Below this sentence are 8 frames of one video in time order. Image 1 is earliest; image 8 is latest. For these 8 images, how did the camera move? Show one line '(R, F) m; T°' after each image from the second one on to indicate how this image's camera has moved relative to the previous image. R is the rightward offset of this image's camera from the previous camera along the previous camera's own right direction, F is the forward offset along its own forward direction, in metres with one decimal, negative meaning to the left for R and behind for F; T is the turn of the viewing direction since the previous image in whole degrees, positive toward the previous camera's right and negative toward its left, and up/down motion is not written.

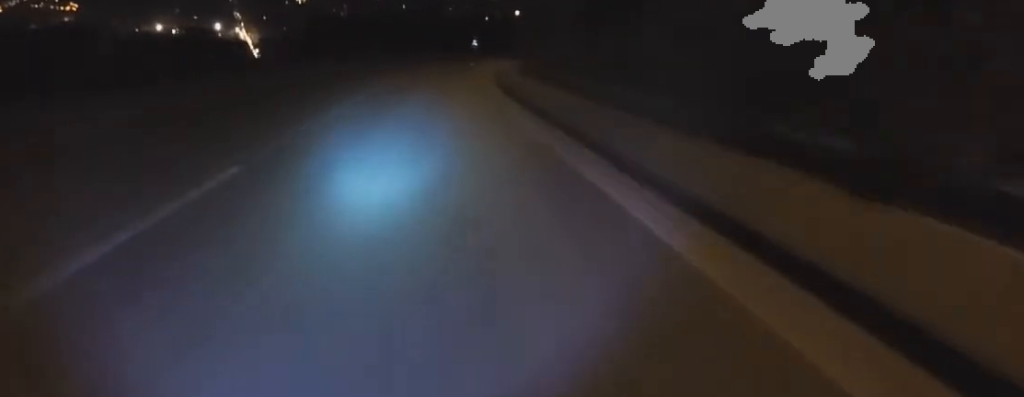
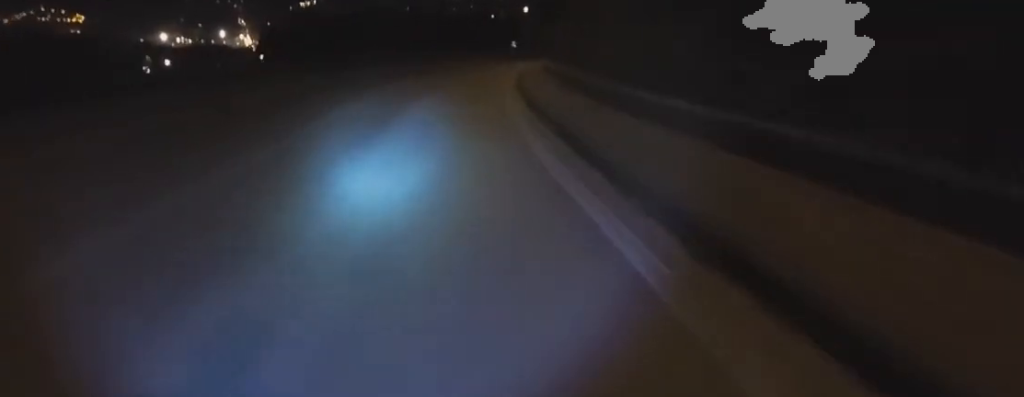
(-0.6, +7.5) m; 0°
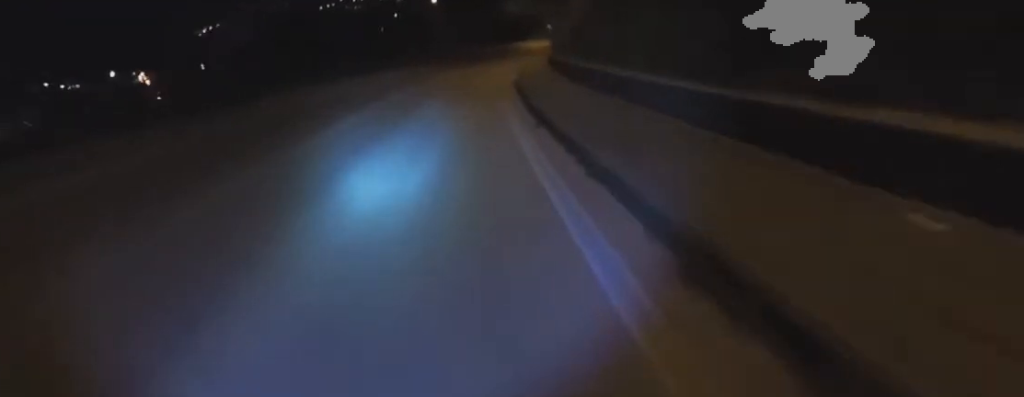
(+1.8, +21.6) m; +8°
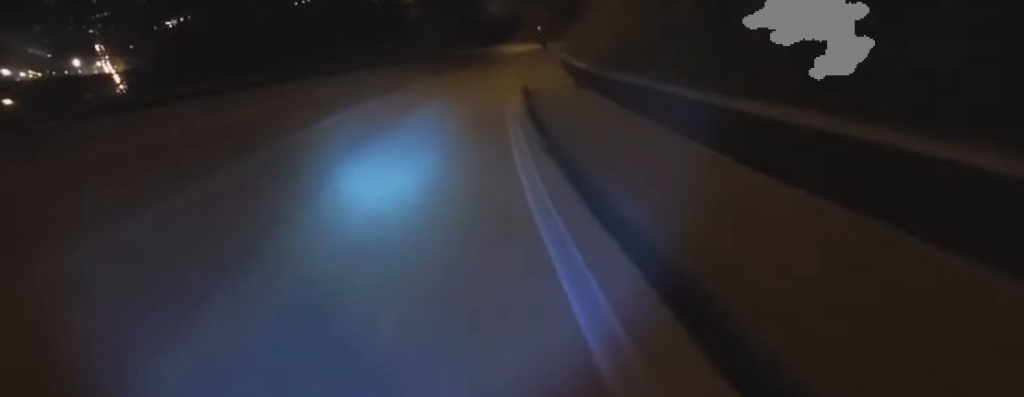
(+0.2, +6.9) m; +1°
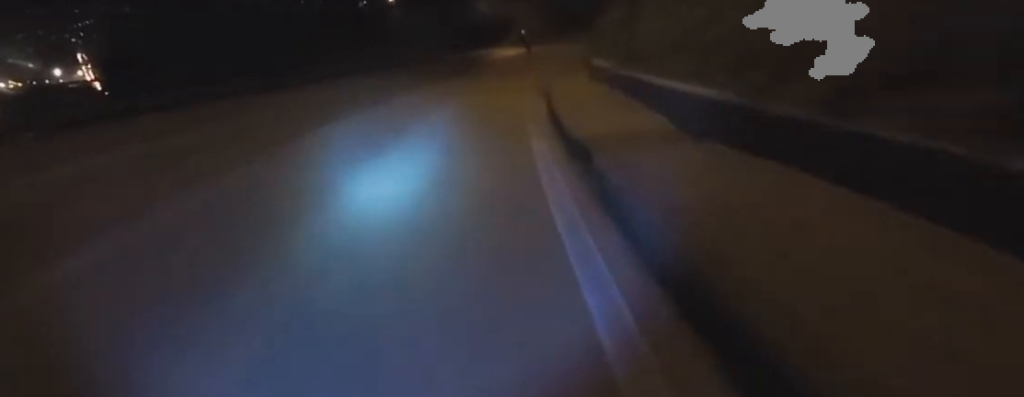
(+0.2, +5.1) m; 0°
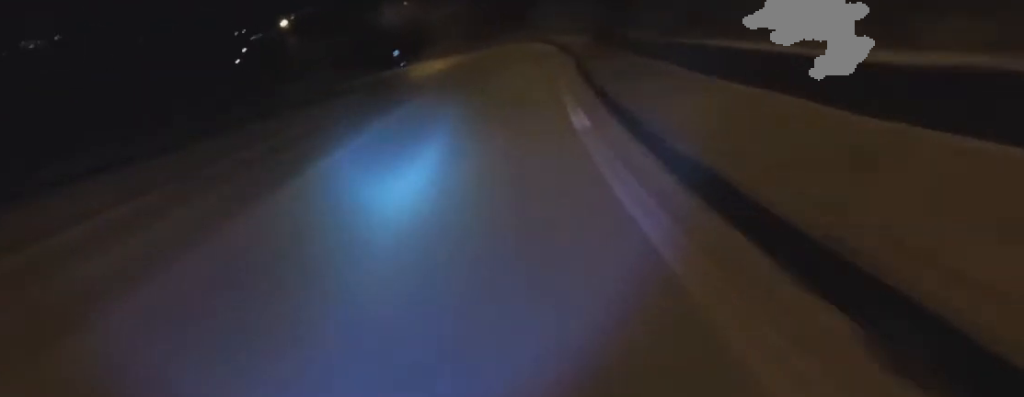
(-0.4, +11.1) m; 0°
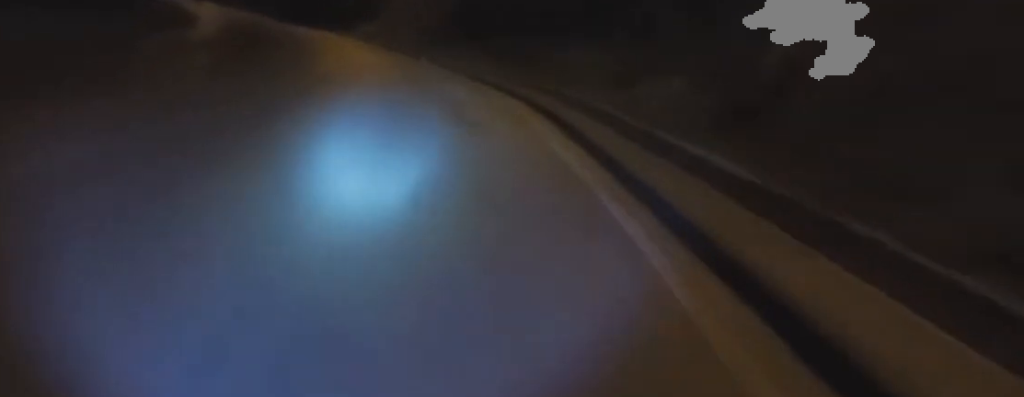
(+0.2, +18.2) m; -3°
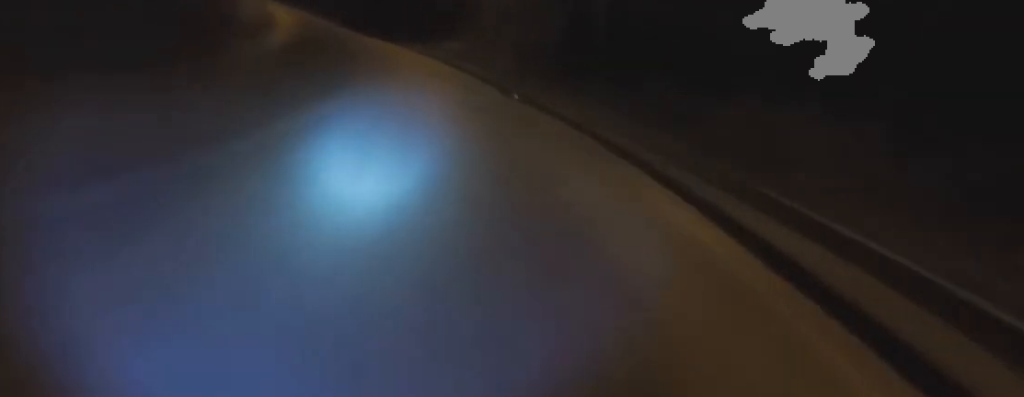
(0.0, +6.5) m; -5°
